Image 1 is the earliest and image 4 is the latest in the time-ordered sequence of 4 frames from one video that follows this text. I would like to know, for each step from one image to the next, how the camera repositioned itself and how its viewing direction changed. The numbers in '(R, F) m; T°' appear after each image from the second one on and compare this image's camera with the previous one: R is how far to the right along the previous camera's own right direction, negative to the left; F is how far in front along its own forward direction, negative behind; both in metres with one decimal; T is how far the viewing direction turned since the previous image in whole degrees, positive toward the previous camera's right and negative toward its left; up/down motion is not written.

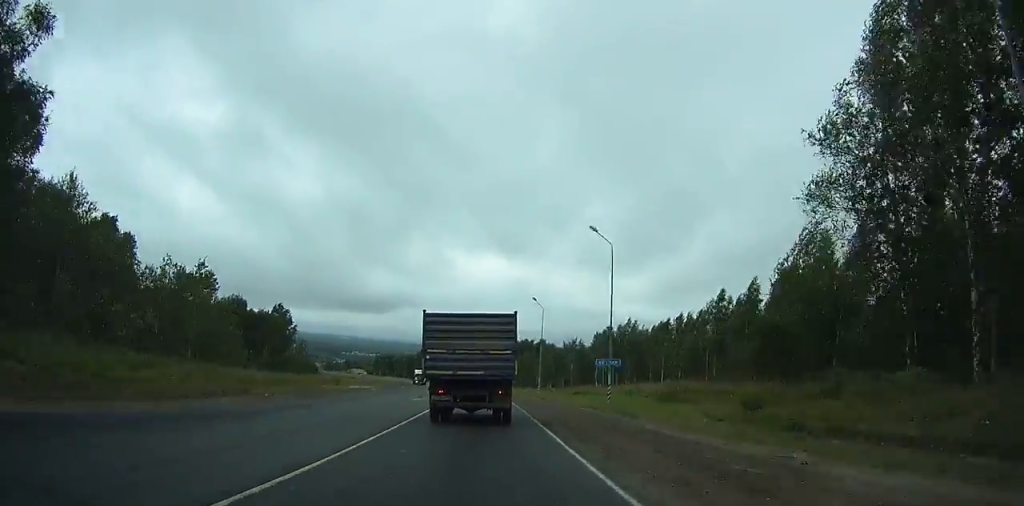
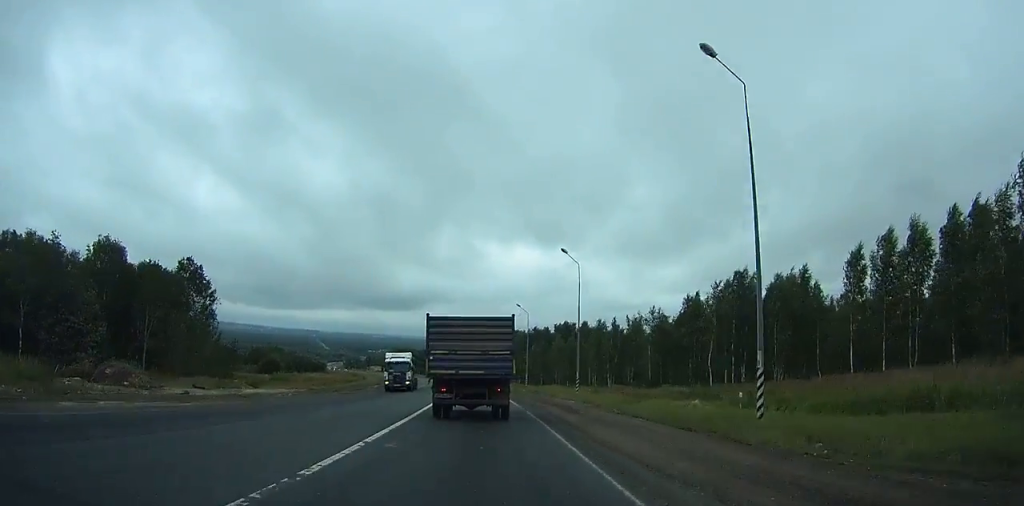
(-1.4, +52.4) m; -3°
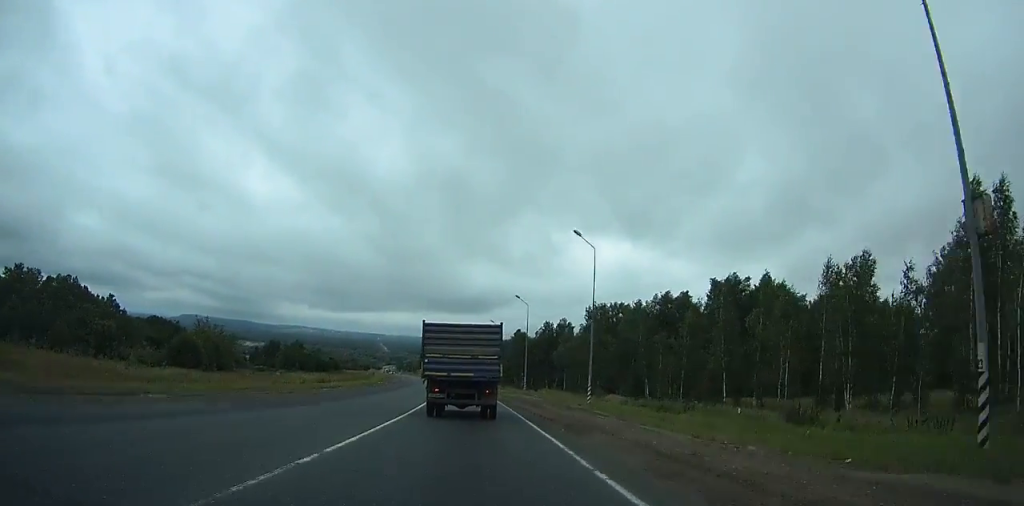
(-4.7, +96.5) m; -6°
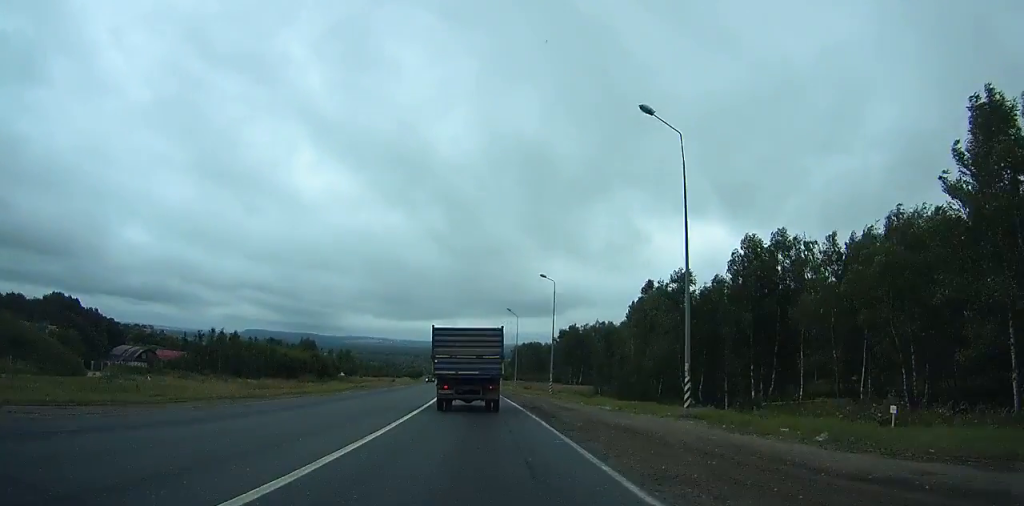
(-6.9, +107.2) m; -6°
